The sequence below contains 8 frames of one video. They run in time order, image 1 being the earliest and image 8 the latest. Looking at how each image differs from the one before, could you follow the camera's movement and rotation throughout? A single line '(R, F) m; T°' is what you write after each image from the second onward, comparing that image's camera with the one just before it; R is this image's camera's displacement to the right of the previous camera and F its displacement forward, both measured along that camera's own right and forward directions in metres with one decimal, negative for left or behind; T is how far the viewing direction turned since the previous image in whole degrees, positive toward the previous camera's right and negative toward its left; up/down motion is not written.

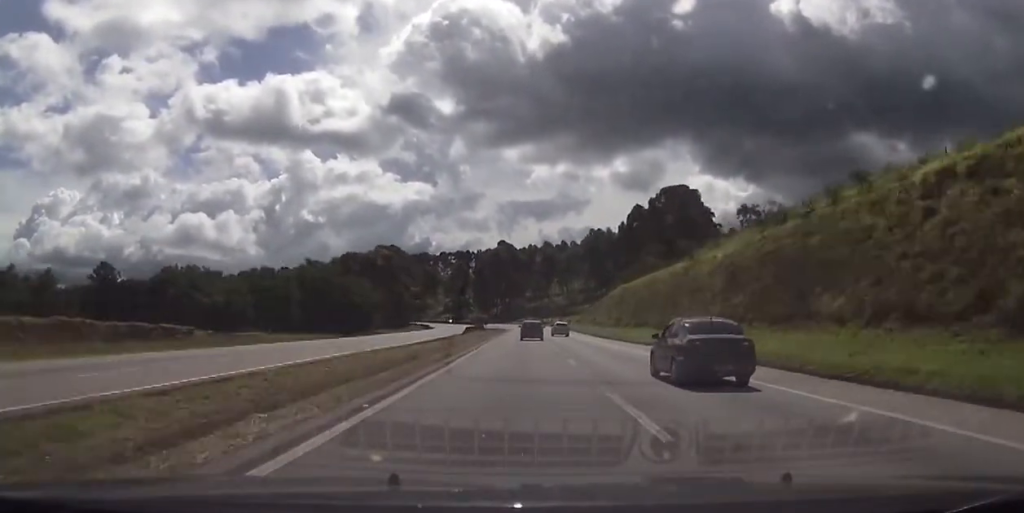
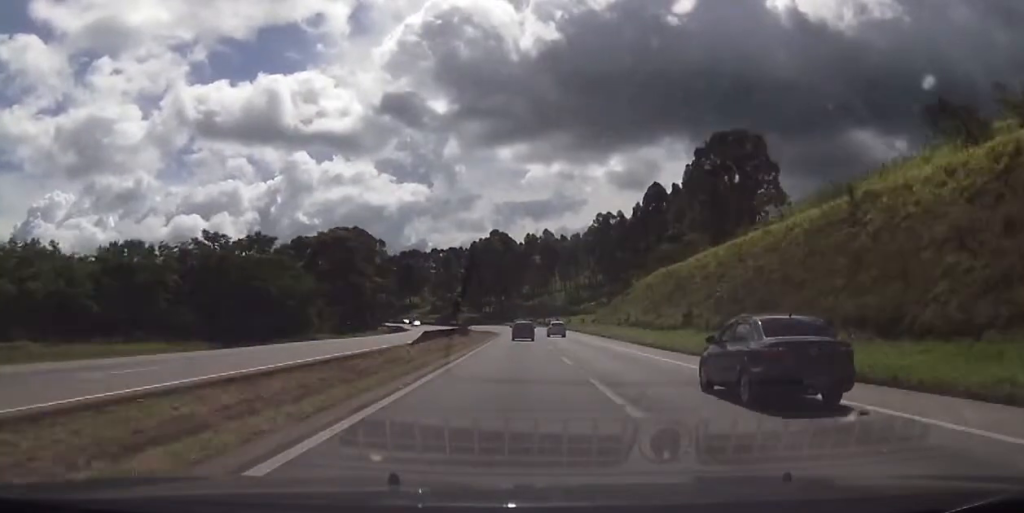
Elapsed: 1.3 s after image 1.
(+0.3, +35.6) m; -1°
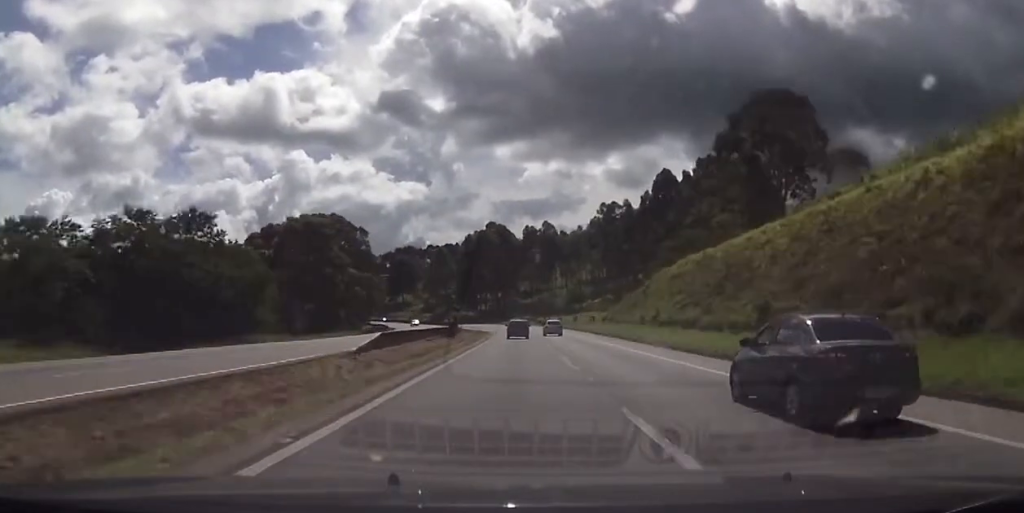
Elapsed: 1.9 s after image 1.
(-0.1, +15.5) m; -1°
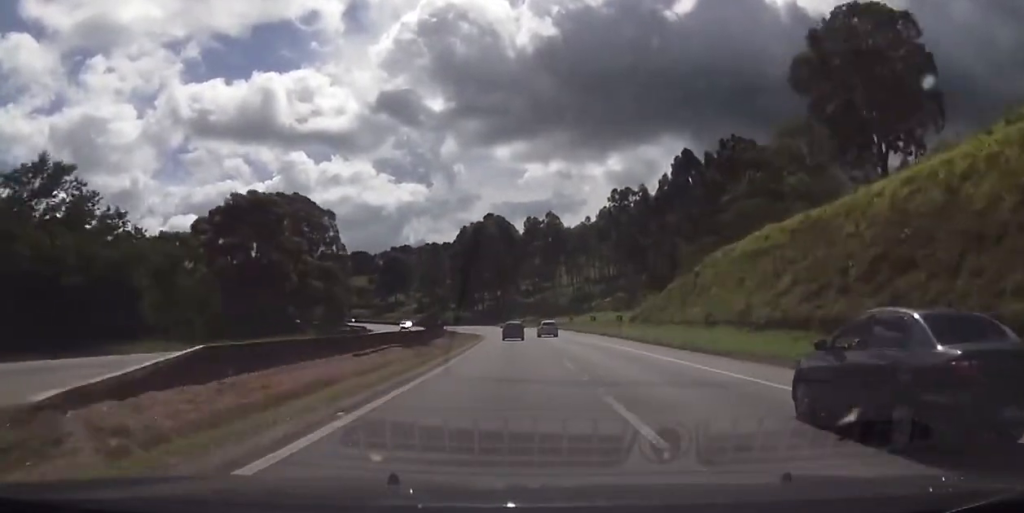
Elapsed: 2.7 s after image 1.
(-0.4, +22.0) m; +1°
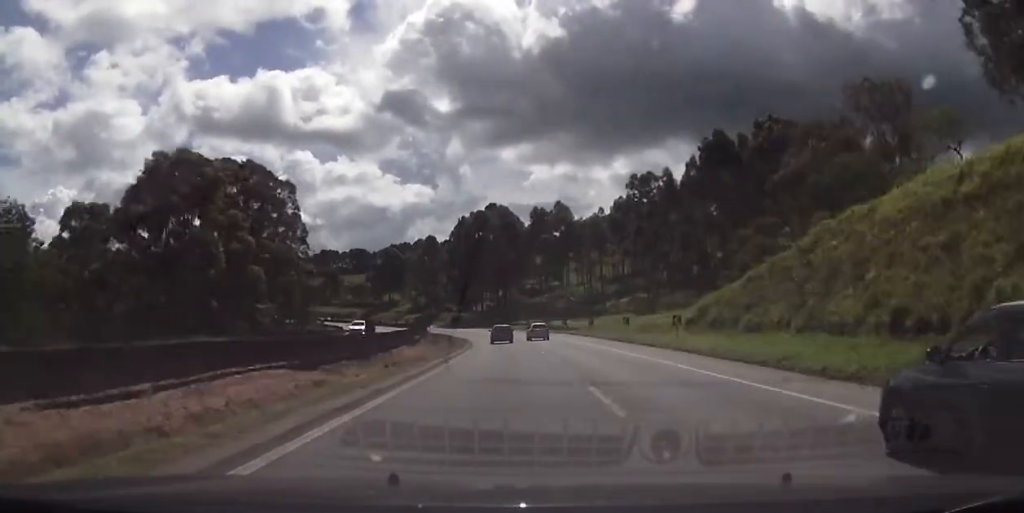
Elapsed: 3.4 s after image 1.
(+0.3, +21.0) m; +1°
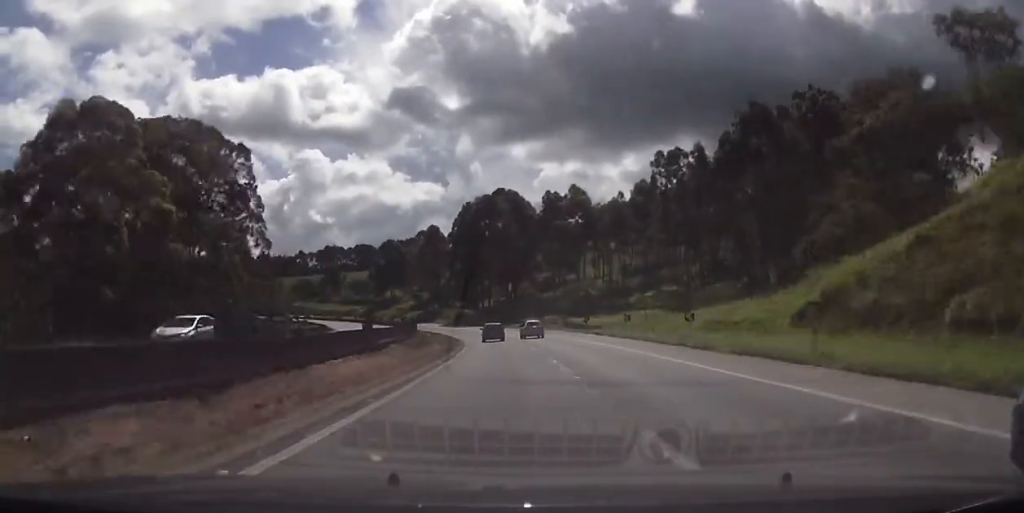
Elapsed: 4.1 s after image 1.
(+0.3, +17.4) m; 0°
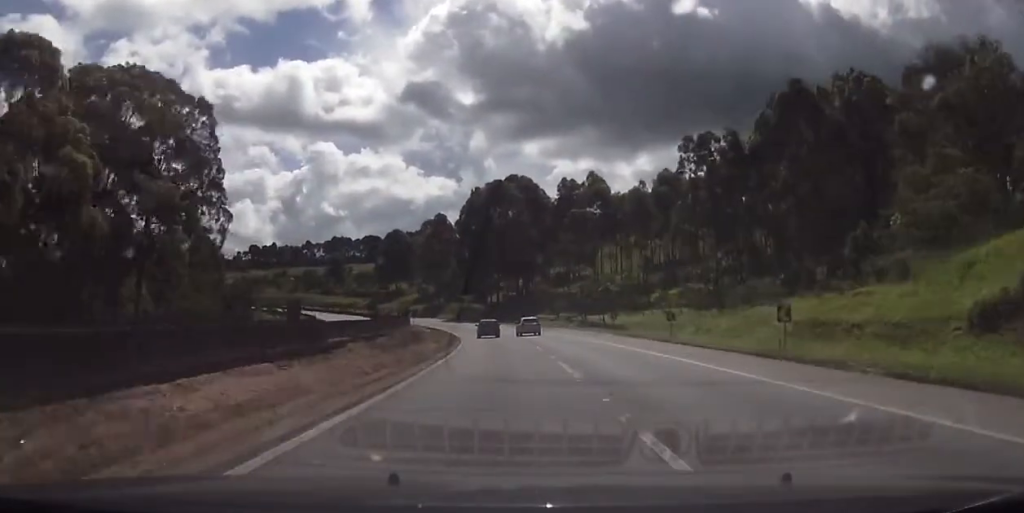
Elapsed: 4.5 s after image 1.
(-0.1, +11.9) m; -1°
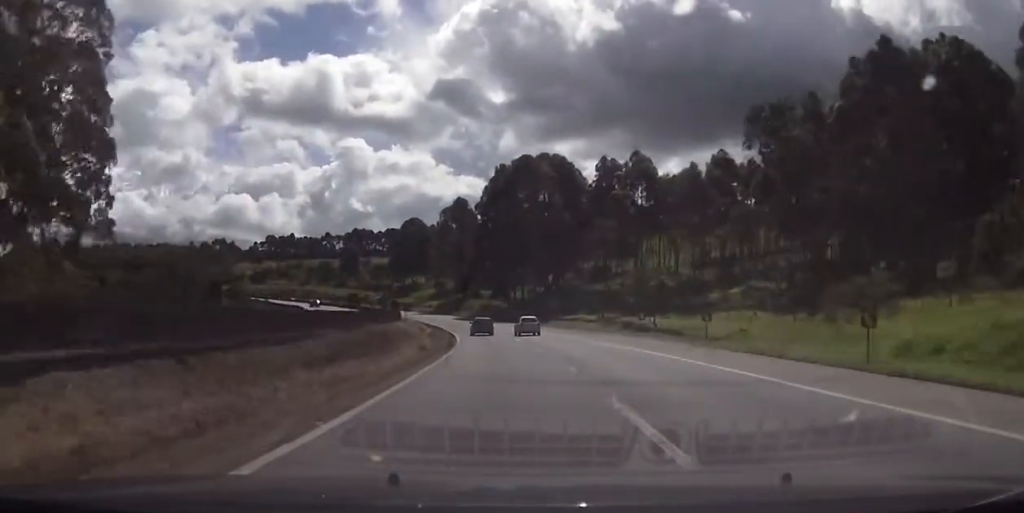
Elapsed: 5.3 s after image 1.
(-0.3, +21.1) m; -2°
